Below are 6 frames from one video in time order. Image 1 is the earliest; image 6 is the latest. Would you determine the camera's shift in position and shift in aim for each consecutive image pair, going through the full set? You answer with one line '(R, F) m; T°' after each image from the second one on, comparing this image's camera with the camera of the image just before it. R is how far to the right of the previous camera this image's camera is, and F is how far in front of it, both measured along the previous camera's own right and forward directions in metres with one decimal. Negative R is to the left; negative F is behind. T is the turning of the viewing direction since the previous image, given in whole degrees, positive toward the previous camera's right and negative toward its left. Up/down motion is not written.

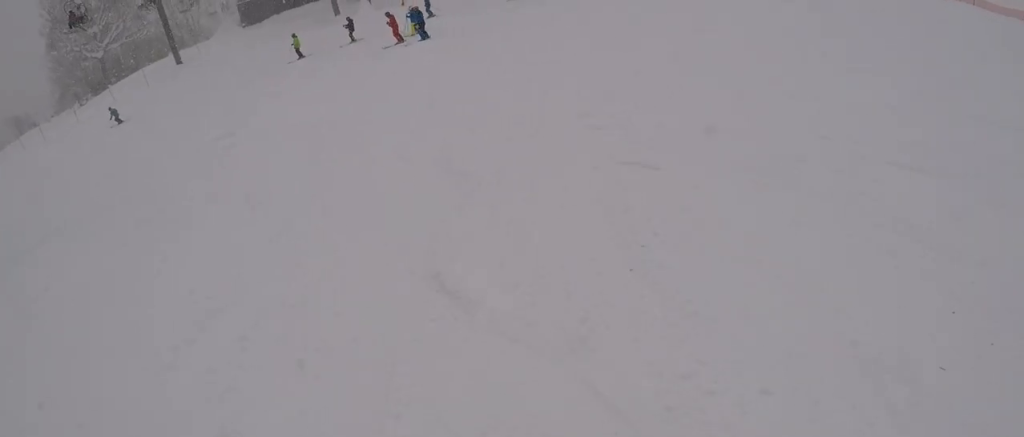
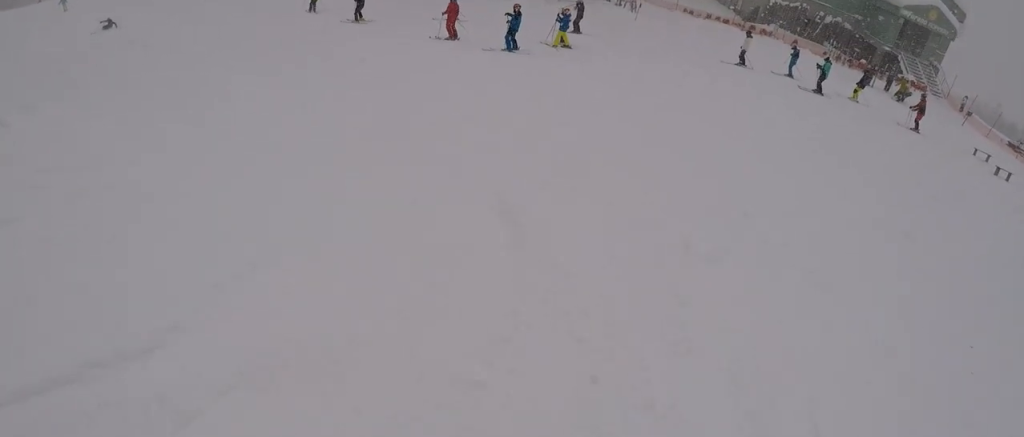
(+1.4, +7.7) m; -6°
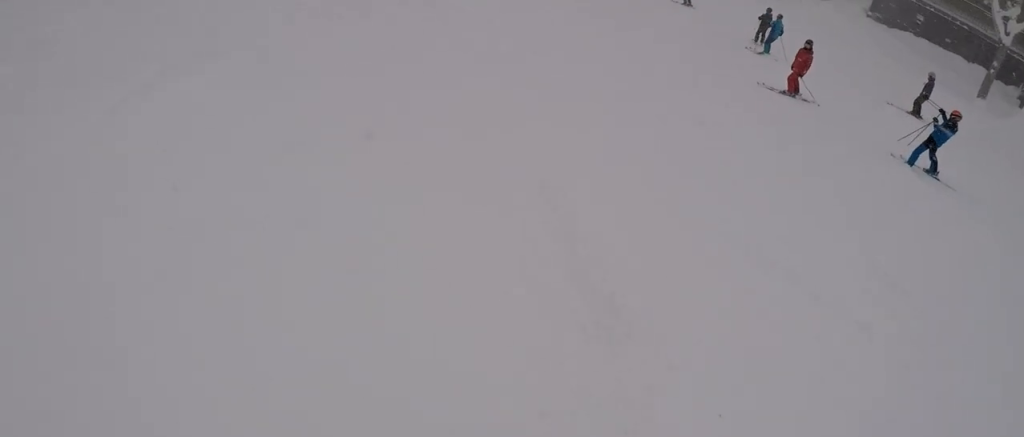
(-3.0, +5.1) m; -59°
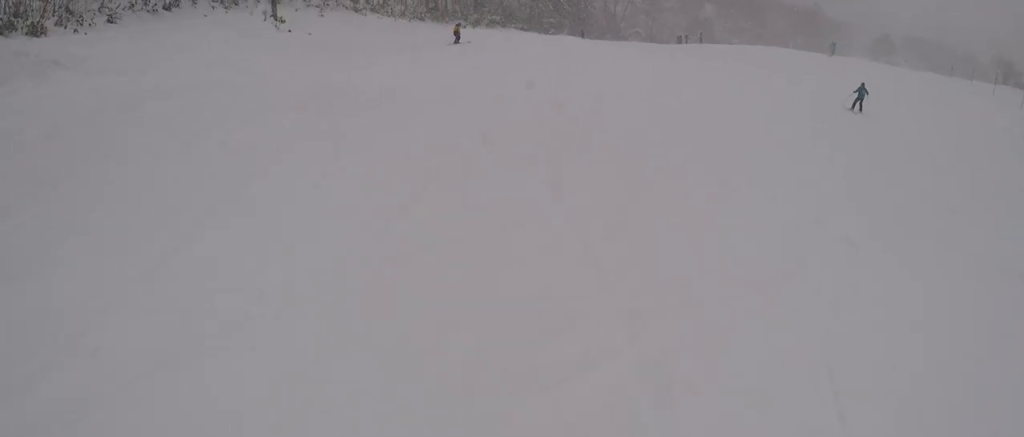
(-3.0, +8.7) m; -13°
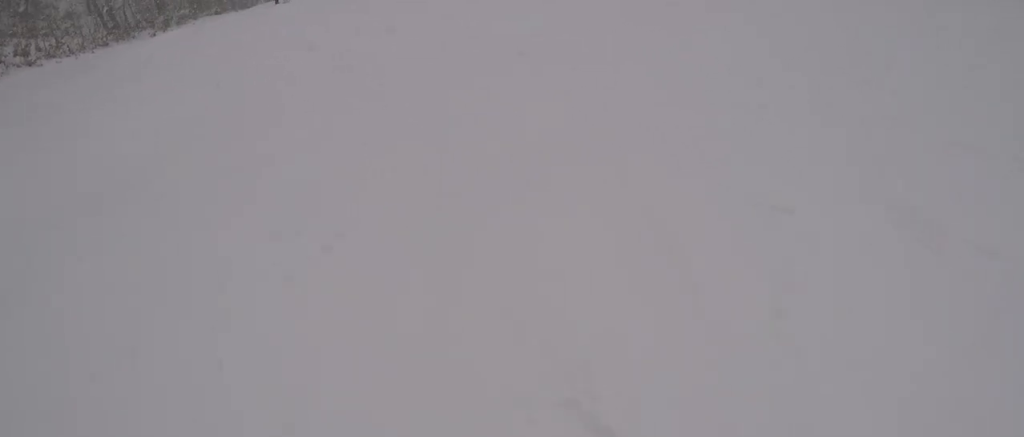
(+0.9, +4.3) m; +17°
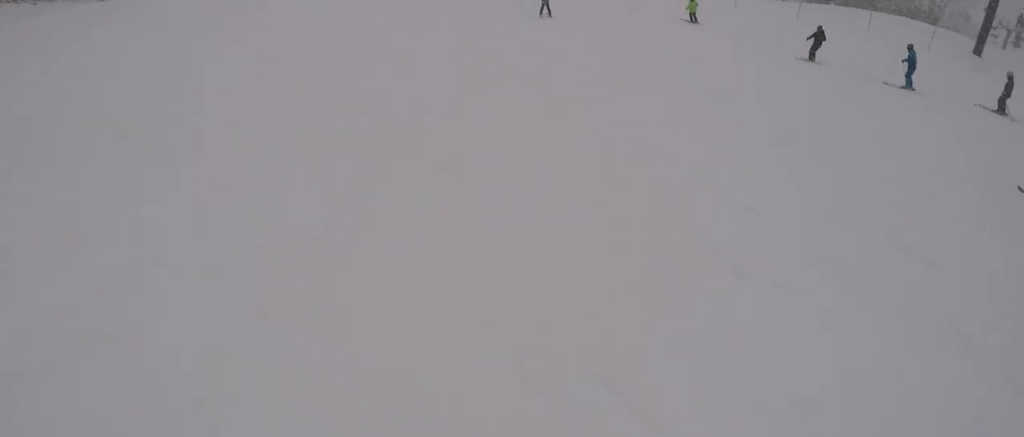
(+0.4, +3.5) m; 0°
